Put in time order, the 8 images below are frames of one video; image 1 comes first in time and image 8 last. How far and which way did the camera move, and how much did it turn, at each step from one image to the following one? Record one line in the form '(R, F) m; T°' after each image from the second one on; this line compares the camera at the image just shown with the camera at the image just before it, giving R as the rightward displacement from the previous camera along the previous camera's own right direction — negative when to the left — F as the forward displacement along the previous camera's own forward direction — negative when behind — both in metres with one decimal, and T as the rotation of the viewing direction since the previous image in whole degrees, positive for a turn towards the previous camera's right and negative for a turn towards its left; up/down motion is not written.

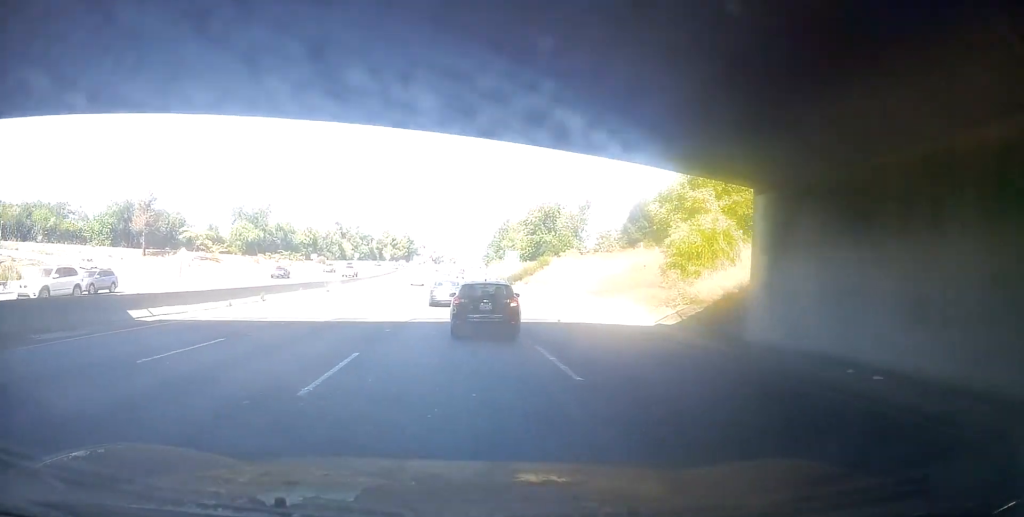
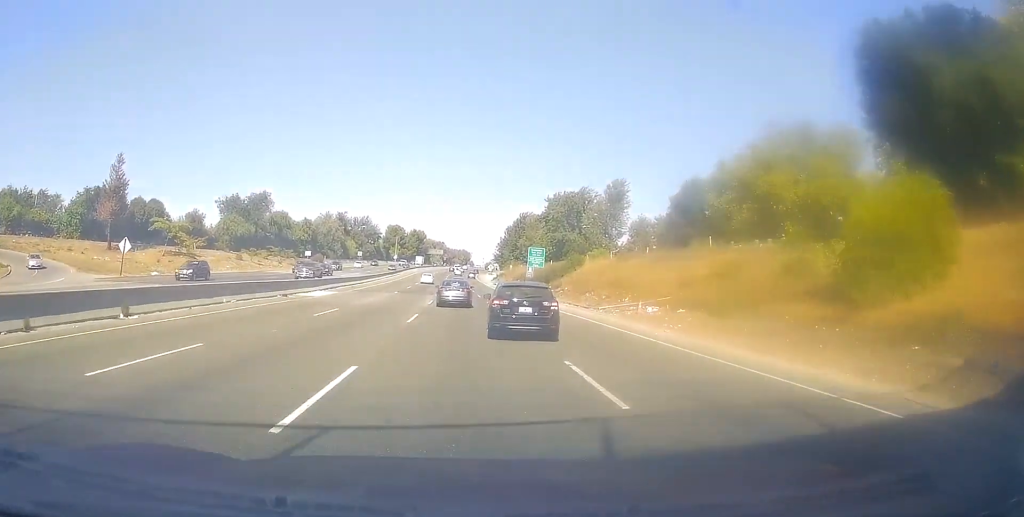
(+0.4, +16.4) m; 0°
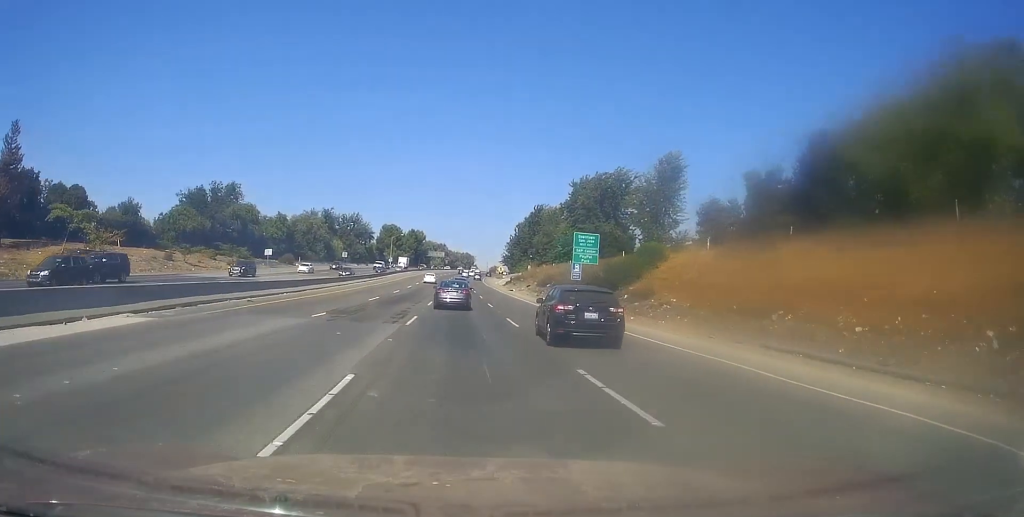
(-0.2, +29.0) m; -2°
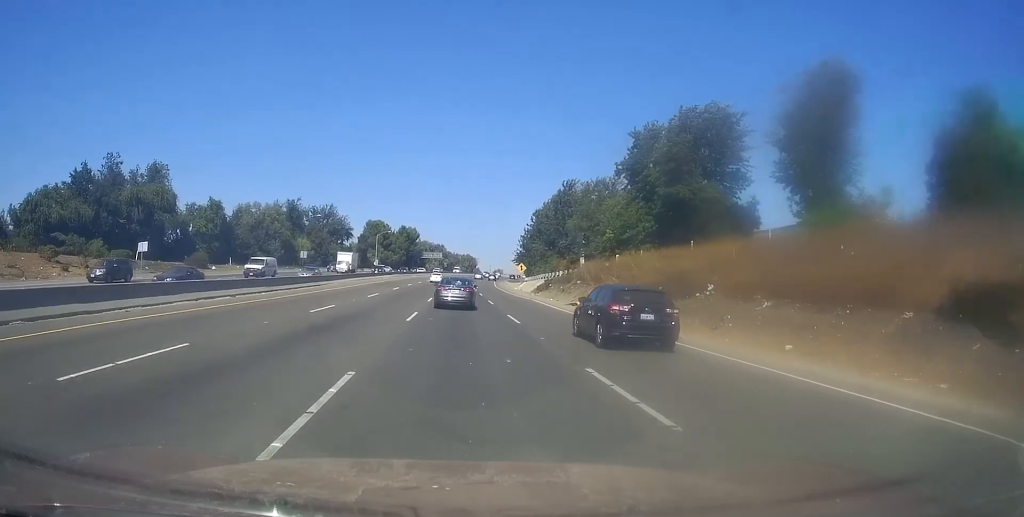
(-1.4, +42.5) m; -3°
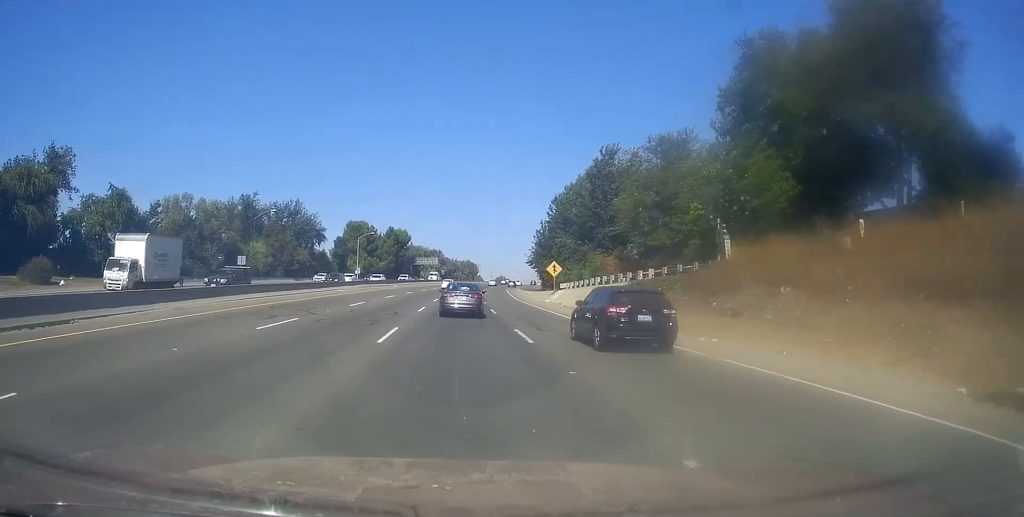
(-0.4, +34.4) m; 0°
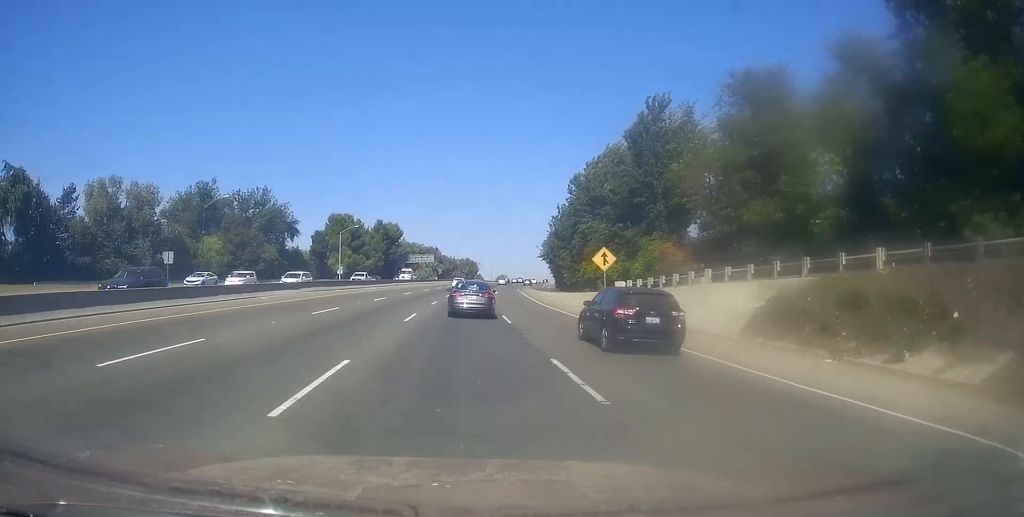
(0.0, +22.4) m; +1°
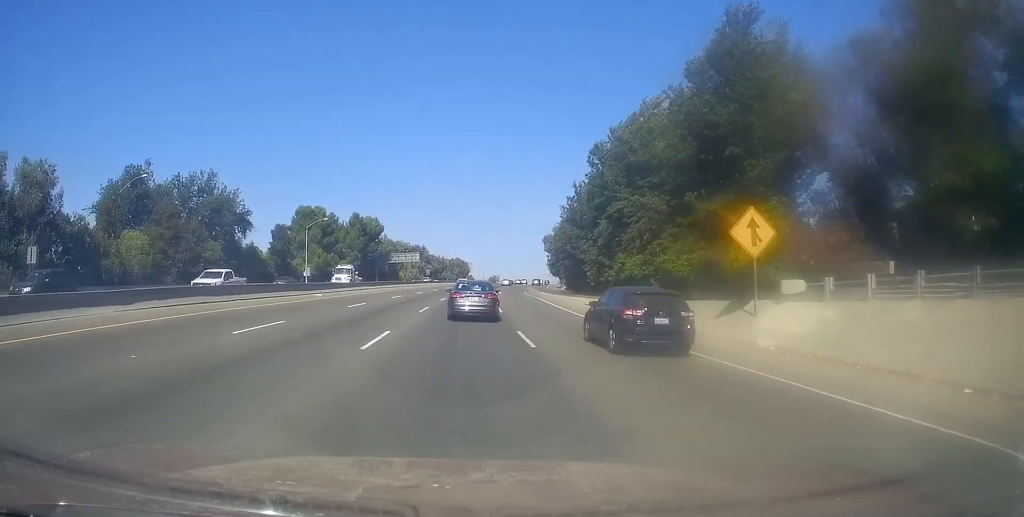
(+0.5, +22.4) m; +1°
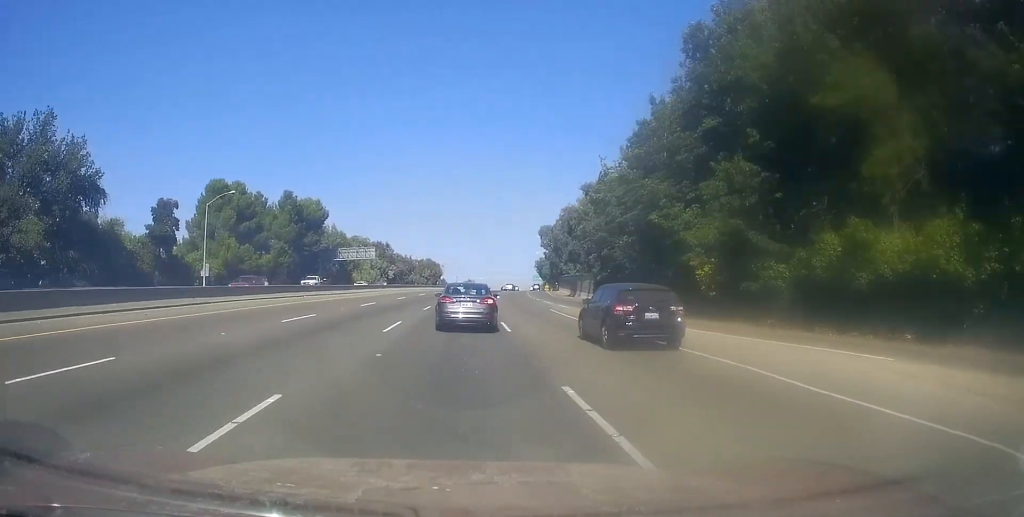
(+0.2, +38.5) m; +1°
